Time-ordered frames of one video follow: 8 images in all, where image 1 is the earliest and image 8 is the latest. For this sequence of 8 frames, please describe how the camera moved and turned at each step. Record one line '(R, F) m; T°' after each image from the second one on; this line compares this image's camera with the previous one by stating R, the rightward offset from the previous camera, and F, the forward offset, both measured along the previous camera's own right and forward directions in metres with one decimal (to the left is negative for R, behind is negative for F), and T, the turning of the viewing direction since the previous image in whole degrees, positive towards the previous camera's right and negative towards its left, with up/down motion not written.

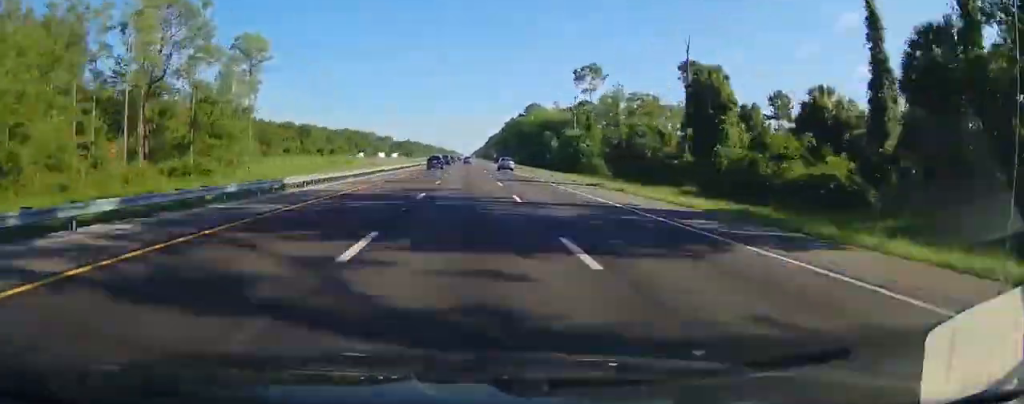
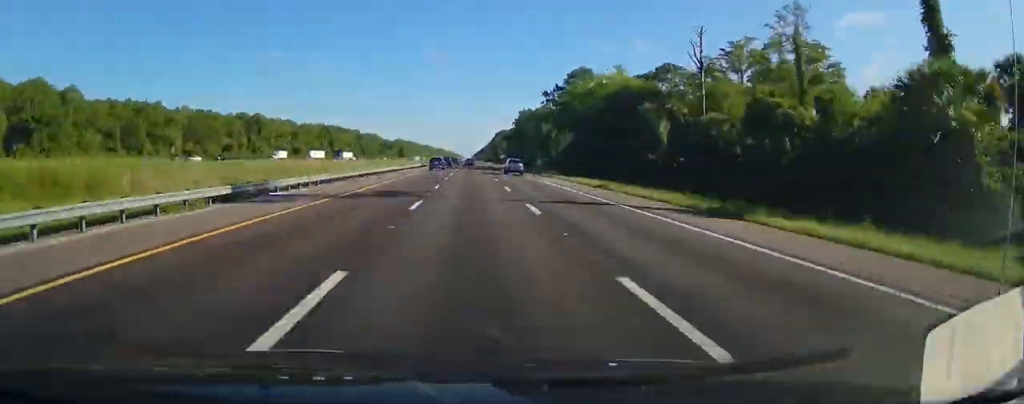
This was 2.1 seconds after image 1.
(-0.2, +76.0) m; 0°
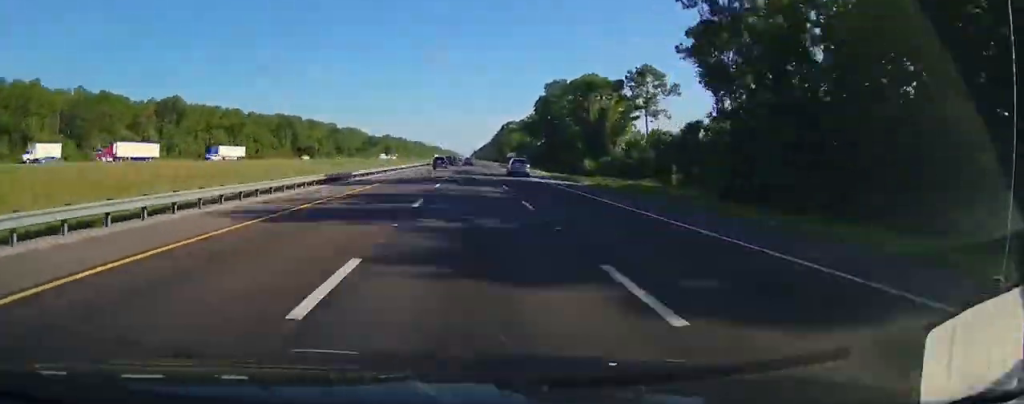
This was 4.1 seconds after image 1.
(-0.3, +71.3) m; 0°
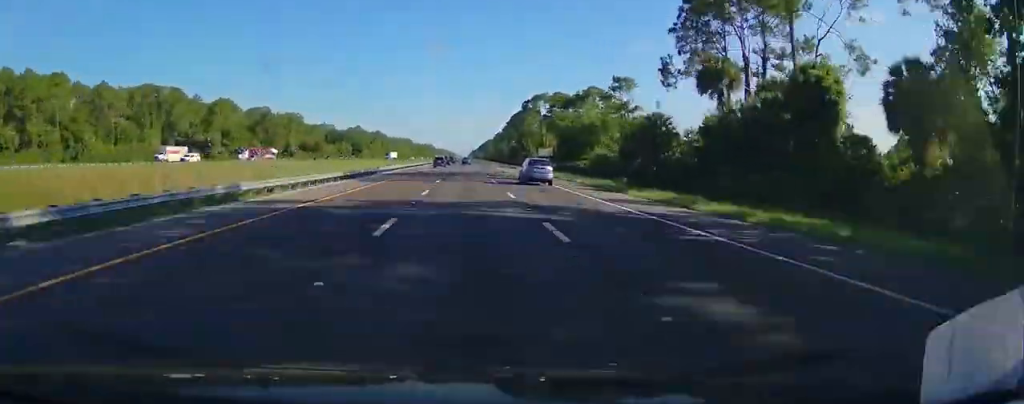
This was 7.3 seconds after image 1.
(+0.4, +113.9) m; 0°
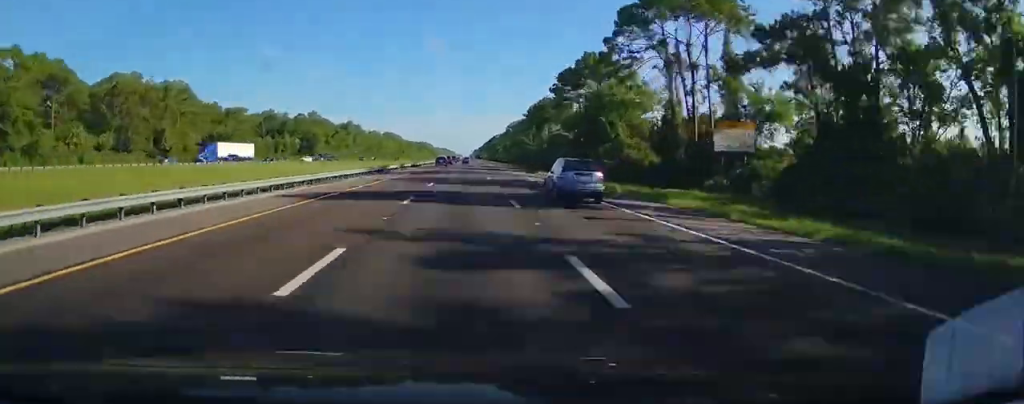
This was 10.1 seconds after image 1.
(+0.2, +99.7) m; 0°
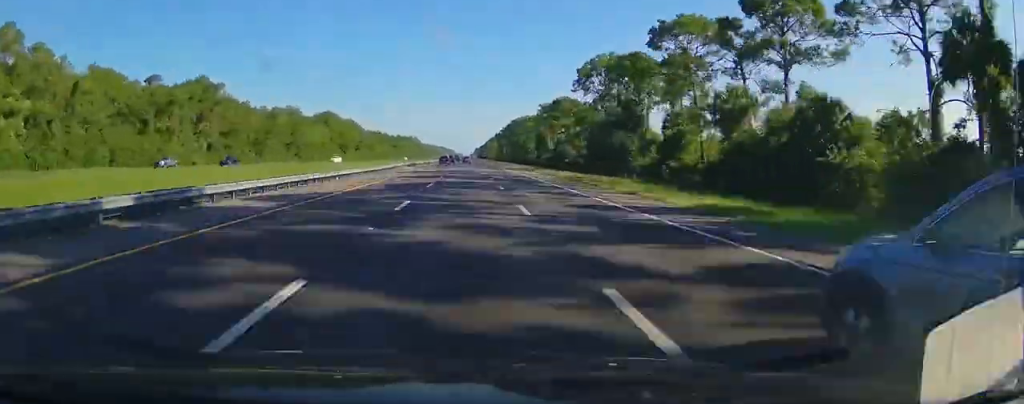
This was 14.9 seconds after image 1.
(-0.4, +169.9) m; 0°
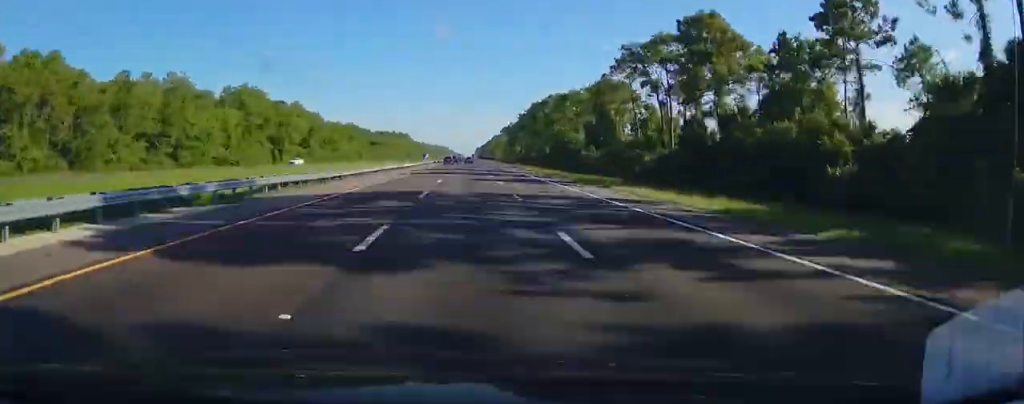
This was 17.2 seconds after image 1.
(-0.2, +79.7) m; 0°
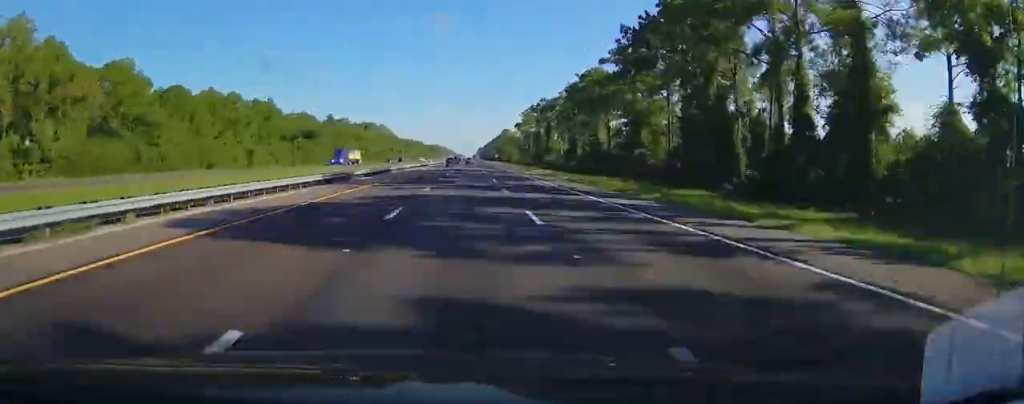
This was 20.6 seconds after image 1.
(0.0, +116.8) m; 0°
